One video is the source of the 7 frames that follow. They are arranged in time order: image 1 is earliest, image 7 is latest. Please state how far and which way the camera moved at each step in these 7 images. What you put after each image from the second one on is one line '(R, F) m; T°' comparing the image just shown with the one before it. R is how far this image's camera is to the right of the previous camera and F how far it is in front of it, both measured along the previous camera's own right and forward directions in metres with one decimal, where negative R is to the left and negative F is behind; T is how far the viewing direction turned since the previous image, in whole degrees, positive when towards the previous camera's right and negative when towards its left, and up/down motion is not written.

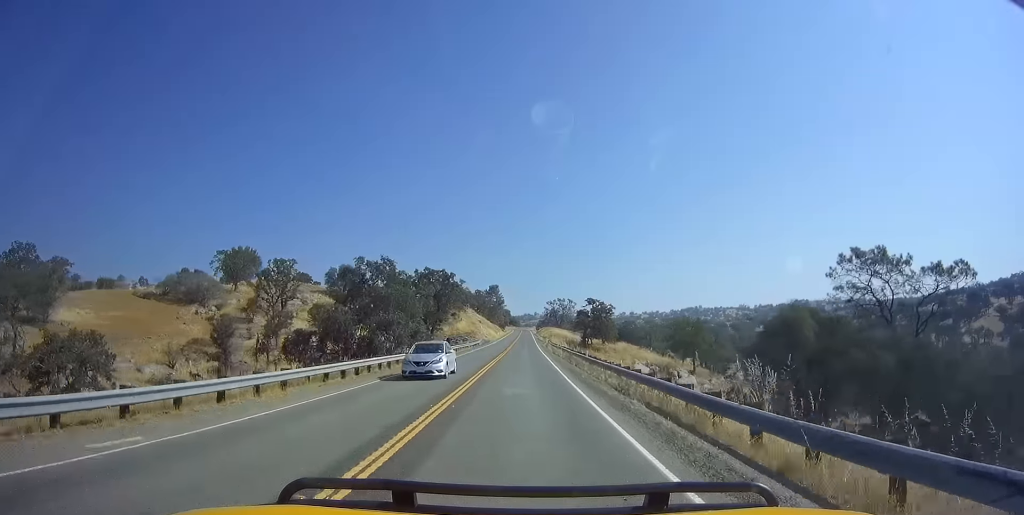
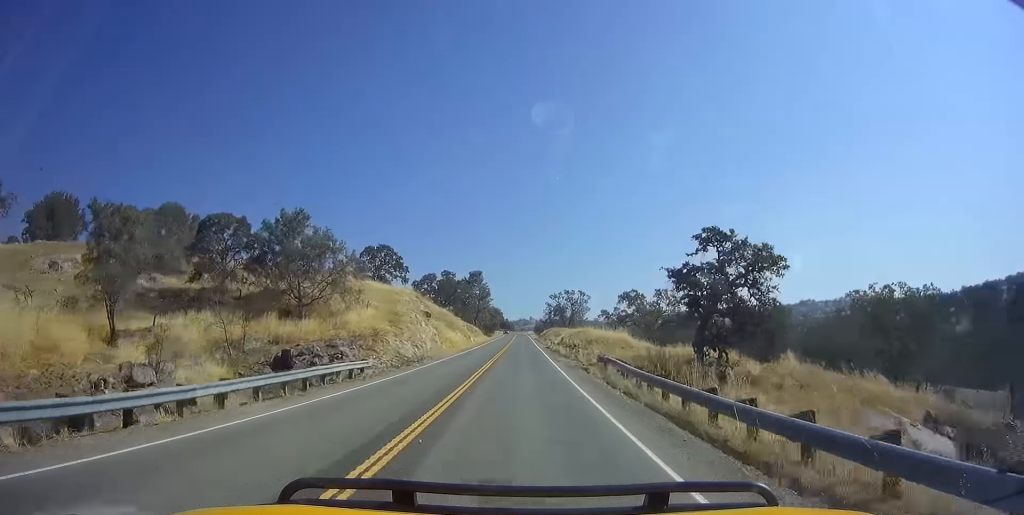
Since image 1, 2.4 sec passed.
(+0.4, +62.7) m; +2°
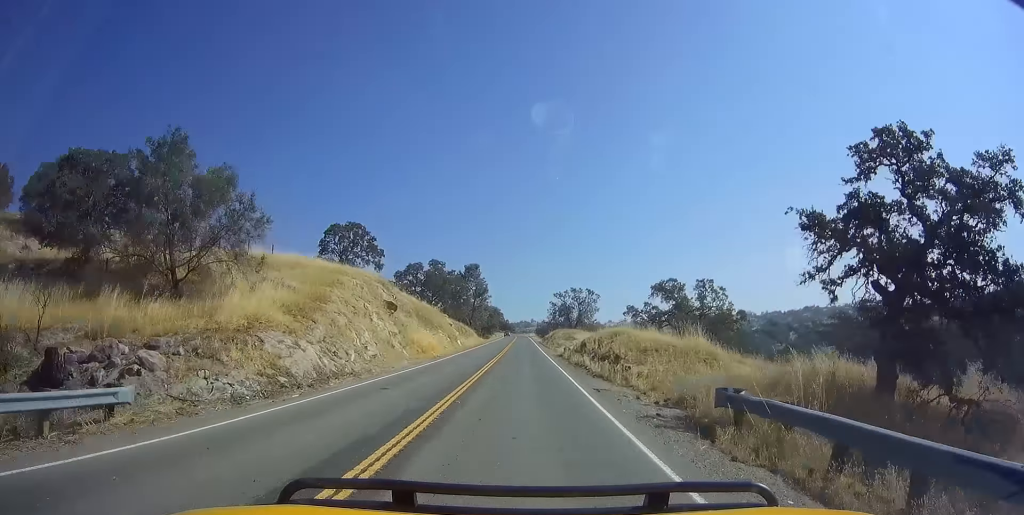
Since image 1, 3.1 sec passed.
(+0.1, +17.4) m; 0°
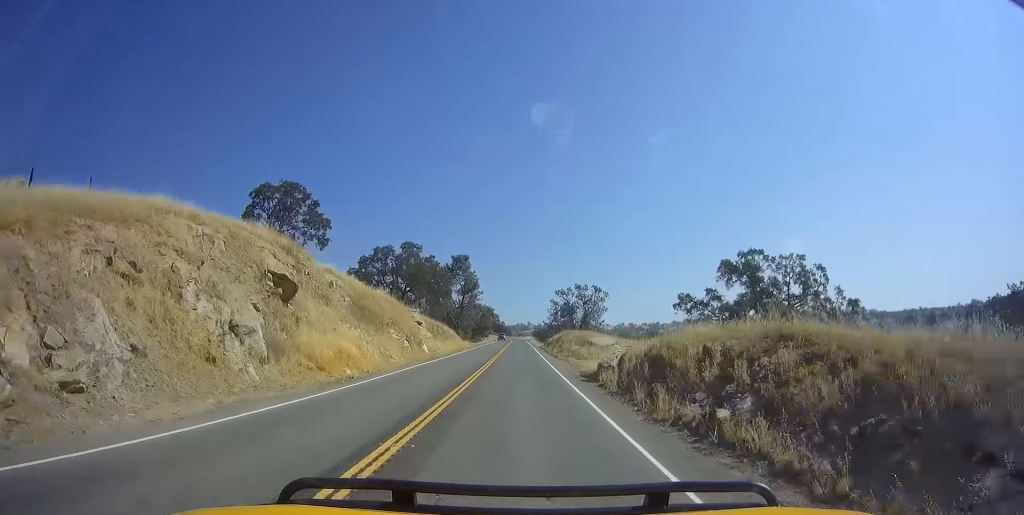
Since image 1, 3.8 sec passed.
(-0.3, +19.7) m; 0°
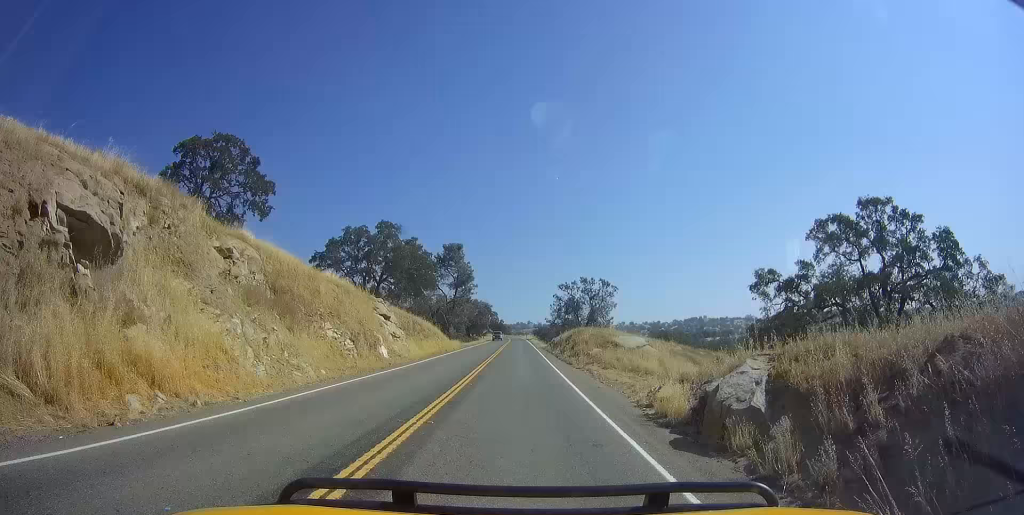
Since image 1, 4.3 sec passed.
(0.0, +12.9) m; 0°
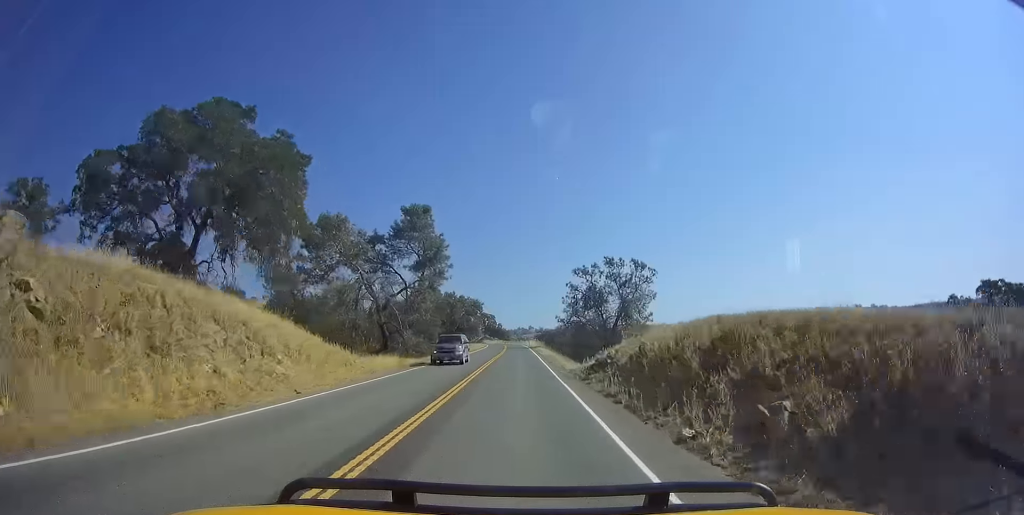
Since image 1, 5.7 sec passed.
(+0.1, +35.7) m; 0°
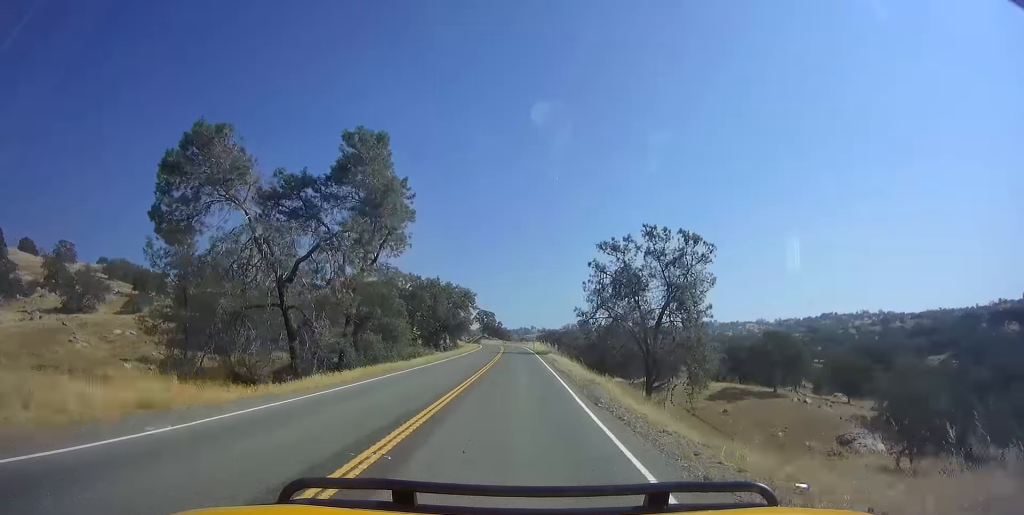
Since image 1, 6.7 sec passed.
(+0.2, +25.3) m; 0°
